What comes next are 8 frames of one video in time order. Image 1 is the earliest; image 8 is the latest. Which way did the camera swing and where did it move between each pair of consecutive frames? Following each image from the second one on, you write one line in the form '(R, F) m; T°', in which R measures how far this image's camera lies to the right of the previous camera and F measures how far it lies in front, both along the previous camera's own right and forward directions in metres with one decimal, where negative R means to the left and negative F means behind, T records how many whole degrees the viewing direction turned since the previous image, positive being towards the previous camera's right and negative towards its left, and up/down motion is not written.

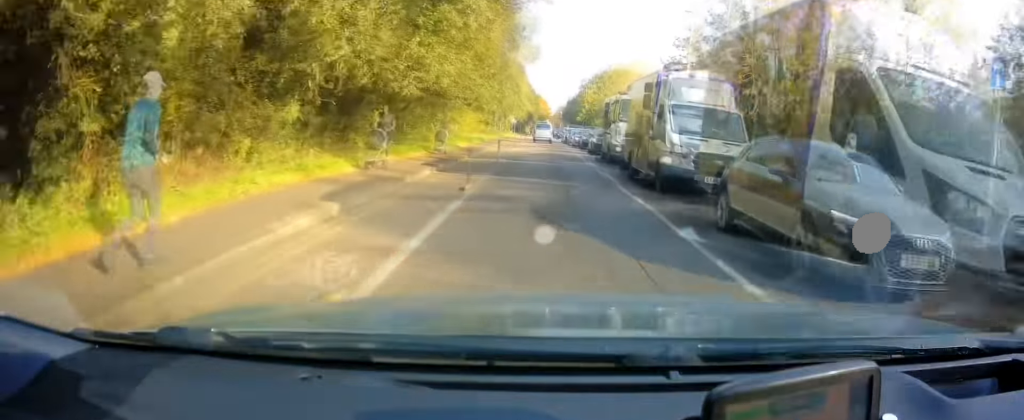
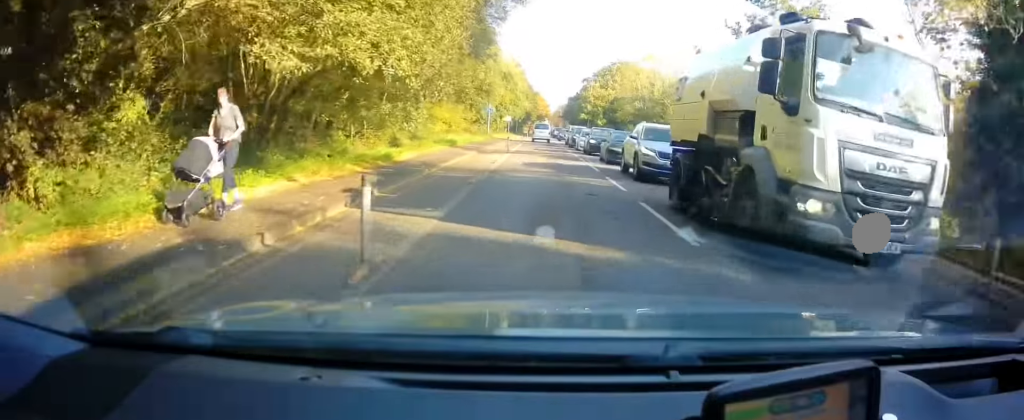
(0.0, +7.8) m; 0°
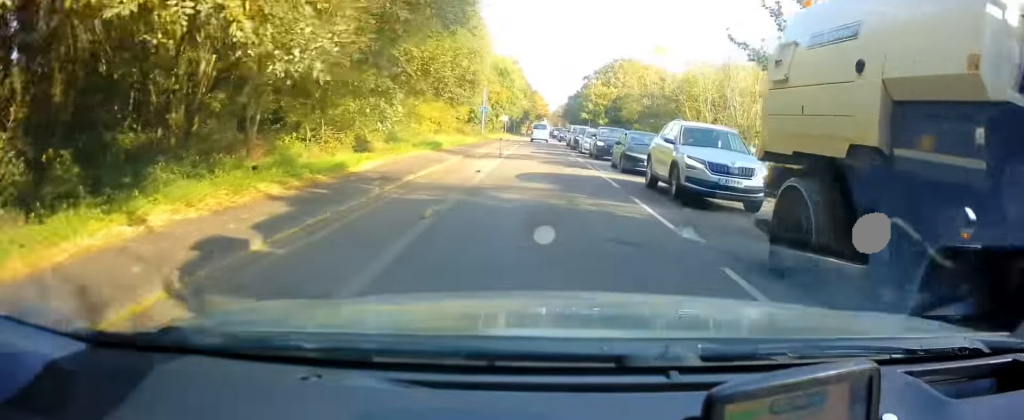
(0.0, +5.4) m; -1°
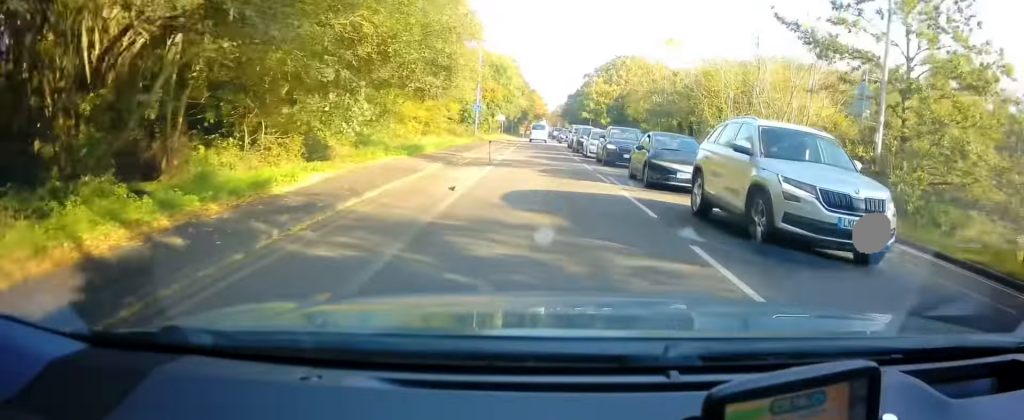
(0.0, +4.8) m; 0°
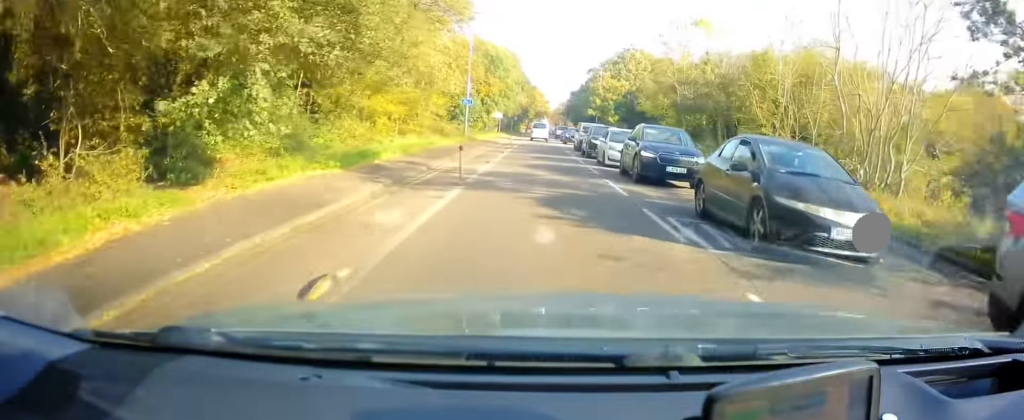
(0.0, +7.7) m; 0°
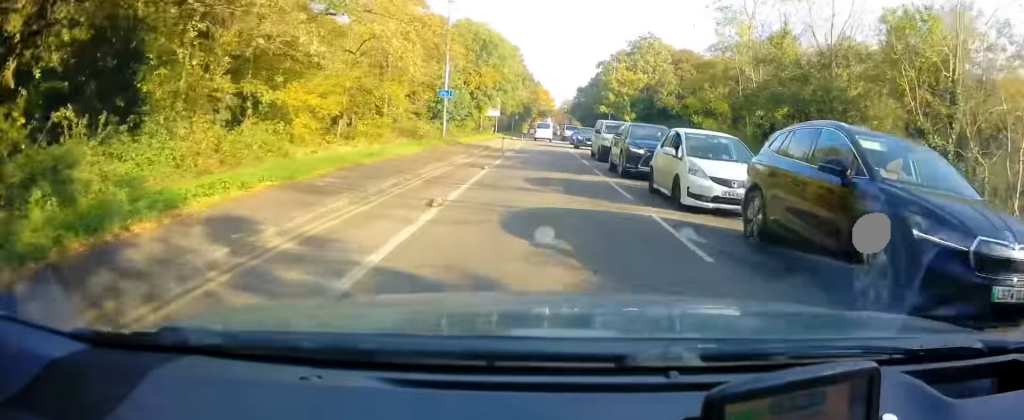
(+0.2, +11.4) m; +2°
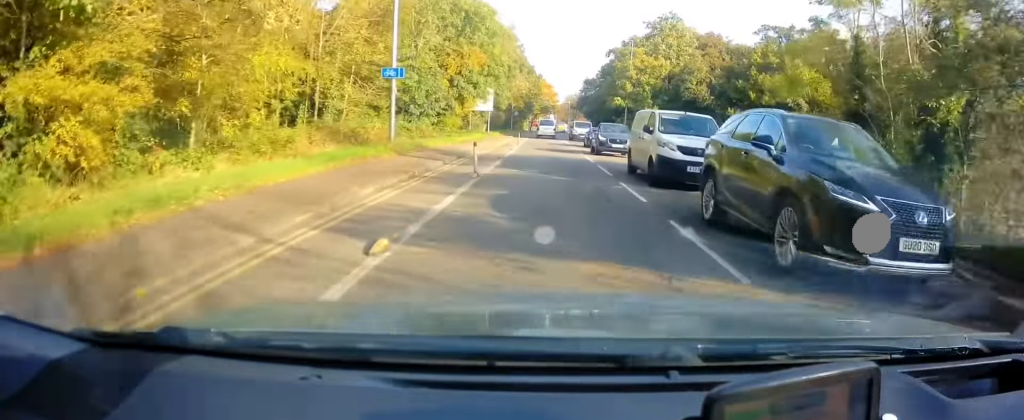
(-0.1, +11.7) m; -1°
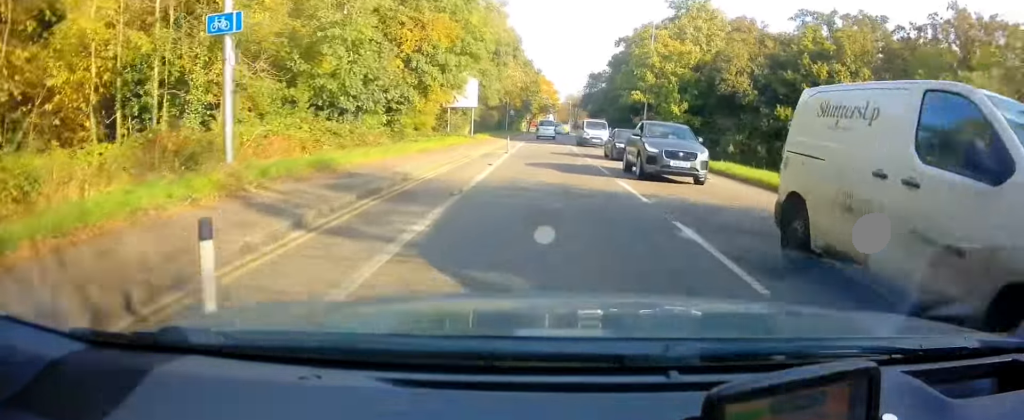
(-0.1, +11.3) m; +1°
